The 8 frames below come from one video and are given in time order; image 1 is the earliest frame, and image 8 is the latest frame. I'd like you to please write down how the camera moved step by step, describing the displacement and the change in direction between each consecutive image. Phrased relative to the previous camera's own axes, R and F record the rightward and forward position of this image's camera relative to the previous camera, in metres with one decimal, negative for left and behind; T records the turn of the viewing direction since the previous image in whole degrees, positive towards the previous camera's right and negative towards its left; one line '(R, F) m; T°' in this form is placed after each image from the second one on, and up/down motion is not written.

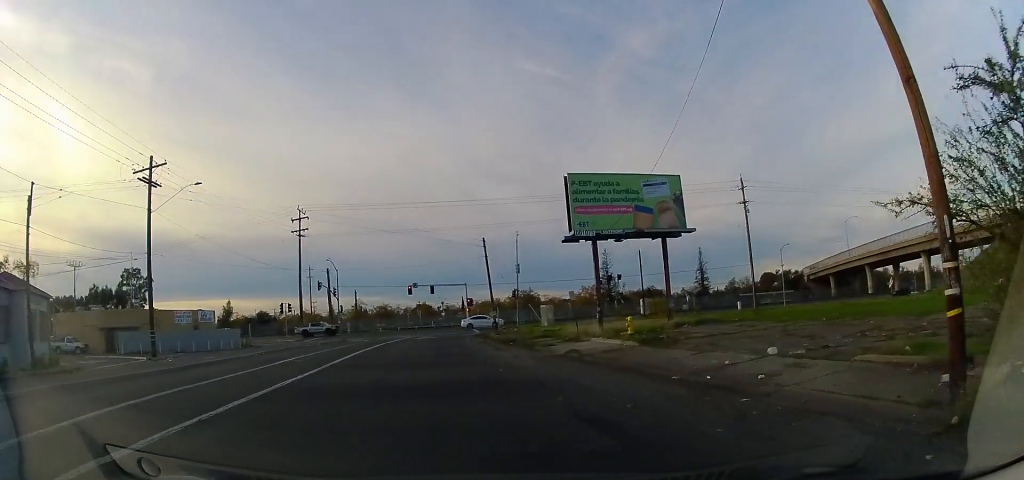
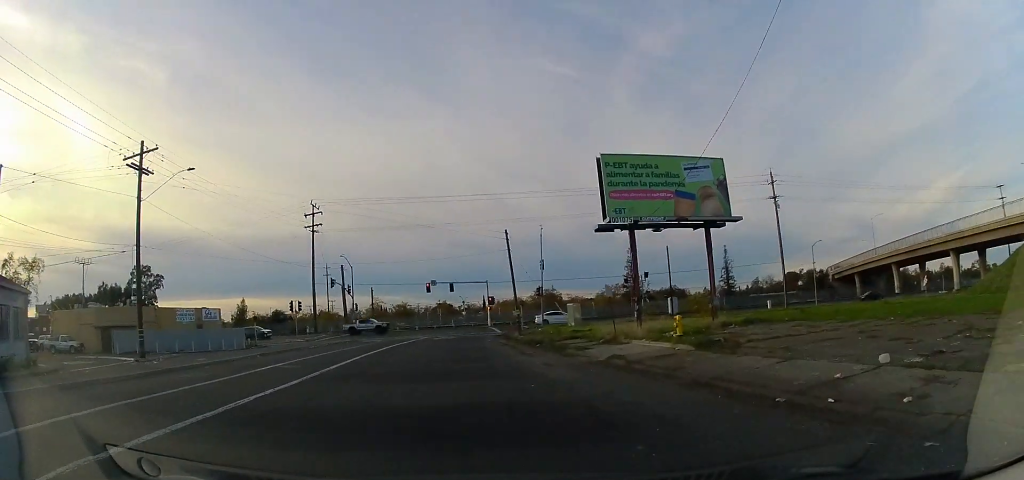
(-0.3, +3.5) m; -3°
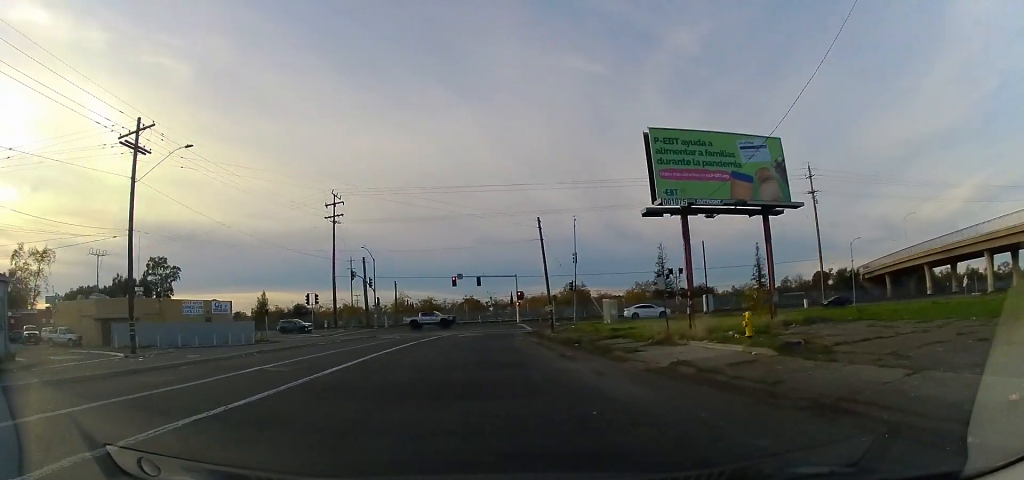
(-0.3, +3.4) m; -2°
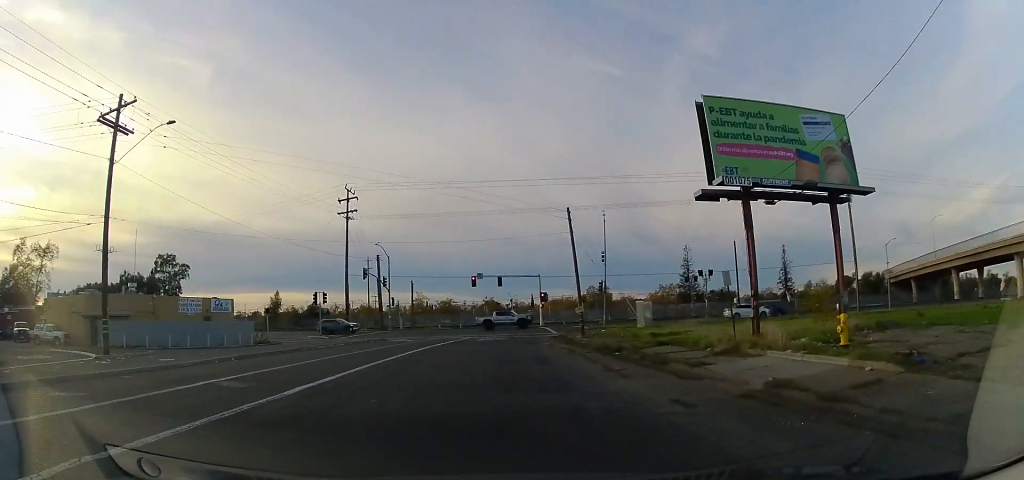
(+0.2, +3.9) m; +3°
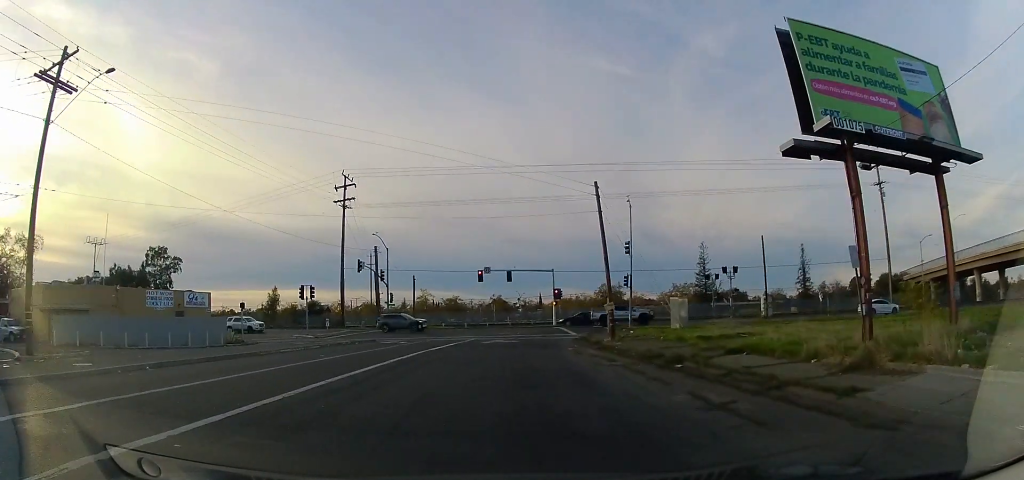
(+0.2, +6.0) m; +1°
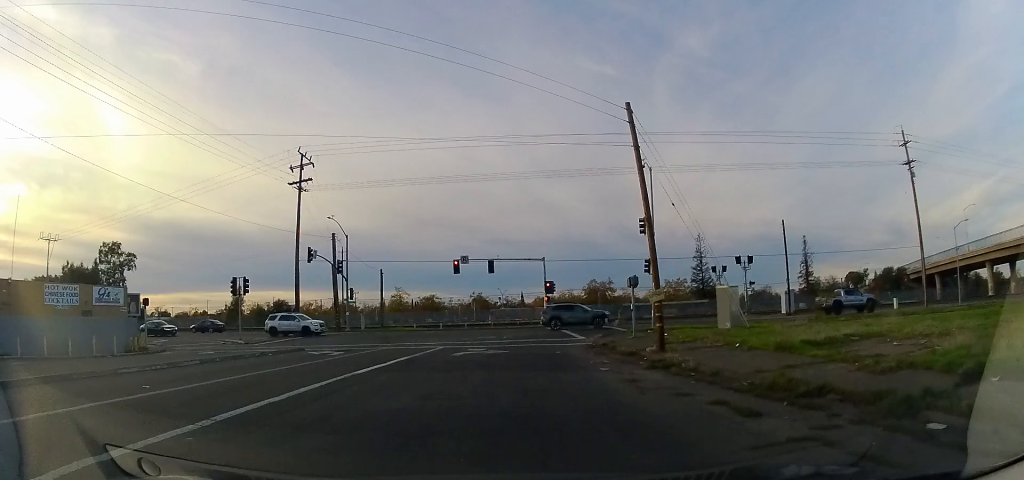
(-0.1, +10.3) m; 0°
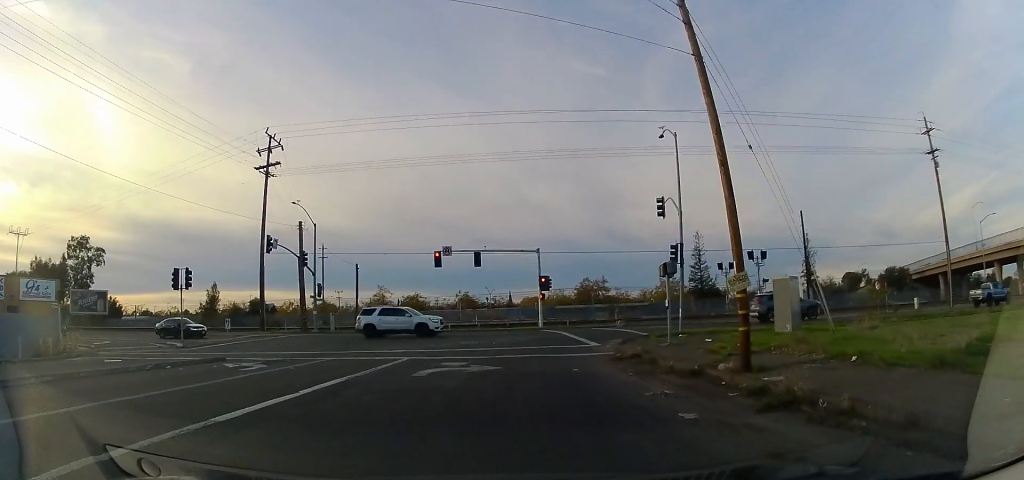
(+0.2, +6.9) m; +1°
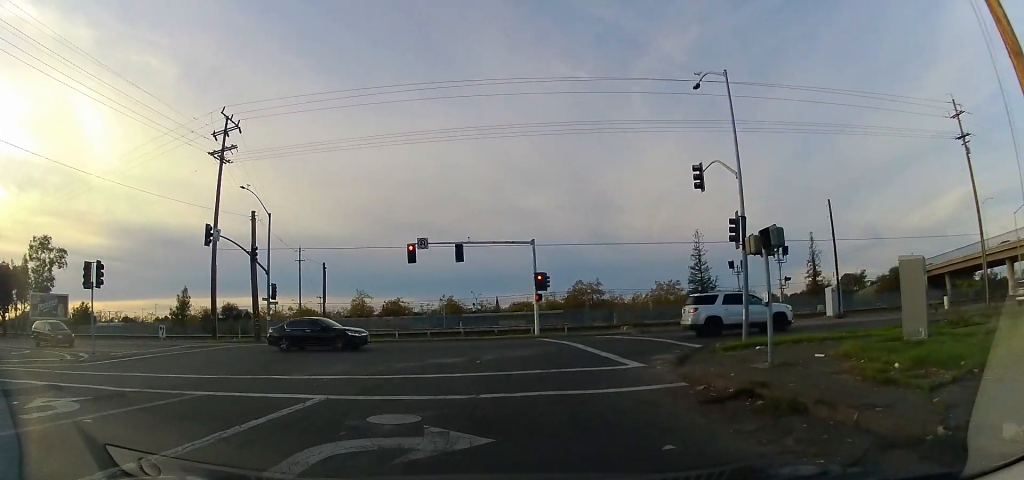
(-0.3, +8.7) m; +2°
